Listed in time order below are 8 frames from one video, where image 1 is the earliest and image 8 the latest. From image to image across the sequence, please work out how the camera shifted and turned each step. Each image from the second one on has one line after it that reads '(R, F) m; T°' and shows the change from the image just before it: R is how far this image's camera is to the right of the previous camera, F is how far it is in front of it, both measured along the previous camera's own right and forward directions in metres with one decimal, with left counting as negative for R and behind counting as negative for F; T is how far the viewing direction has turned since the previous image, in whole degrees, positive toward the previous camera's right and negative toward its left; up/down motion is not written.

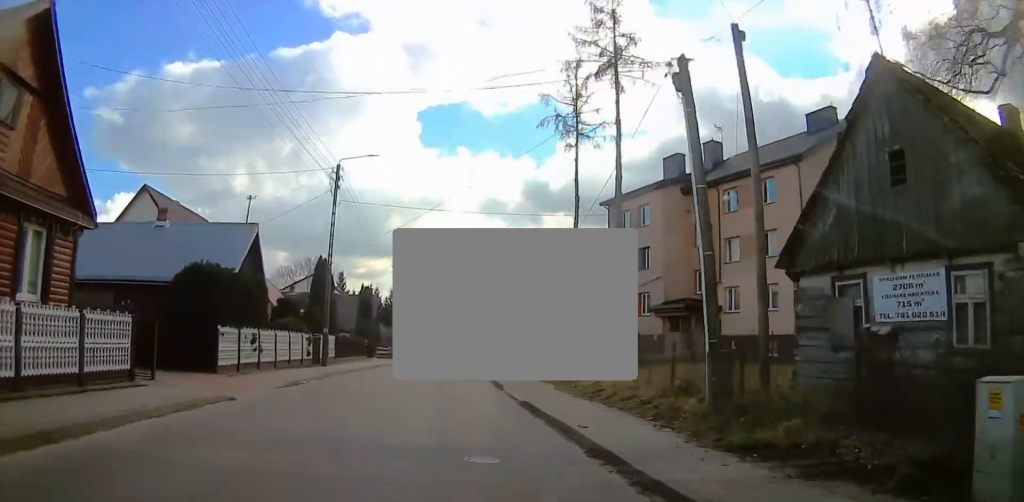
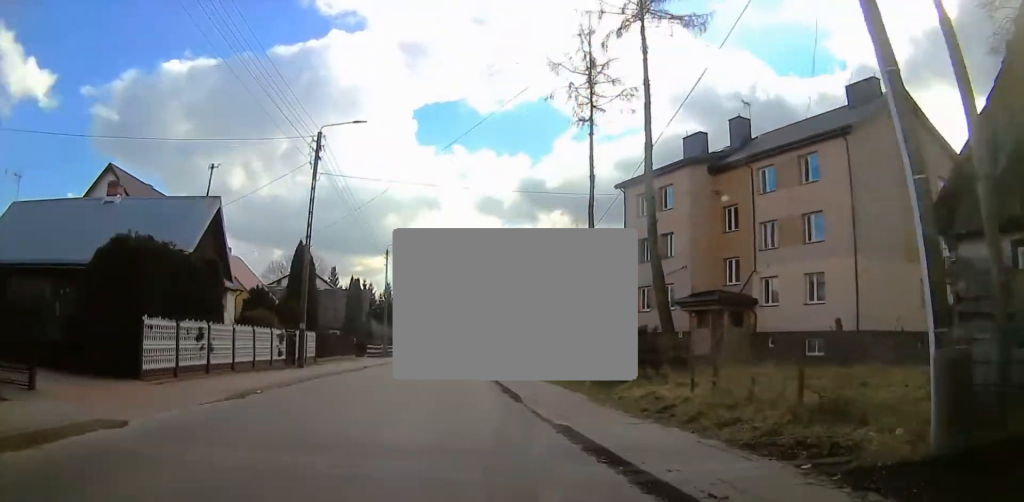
(-0.4, +4.9) m; -1°
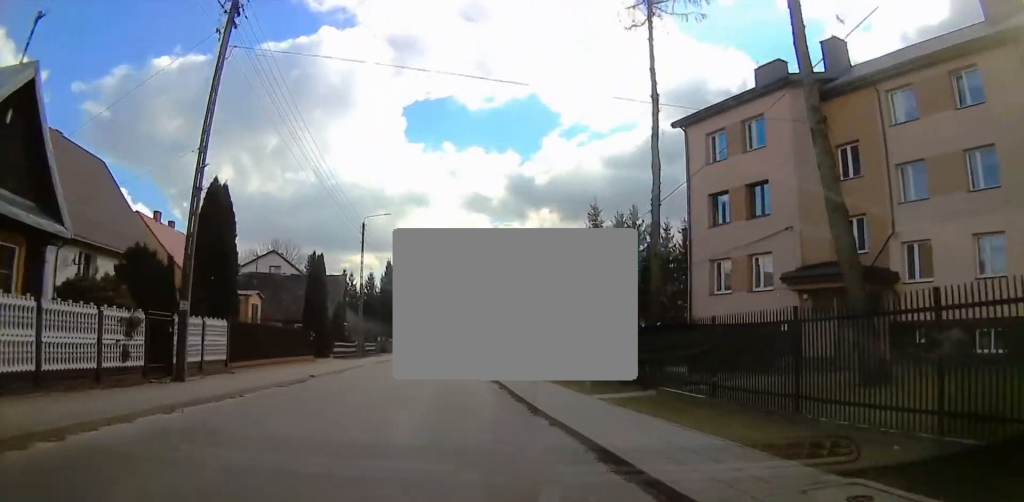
(-0.4, +12.2) m; -1°
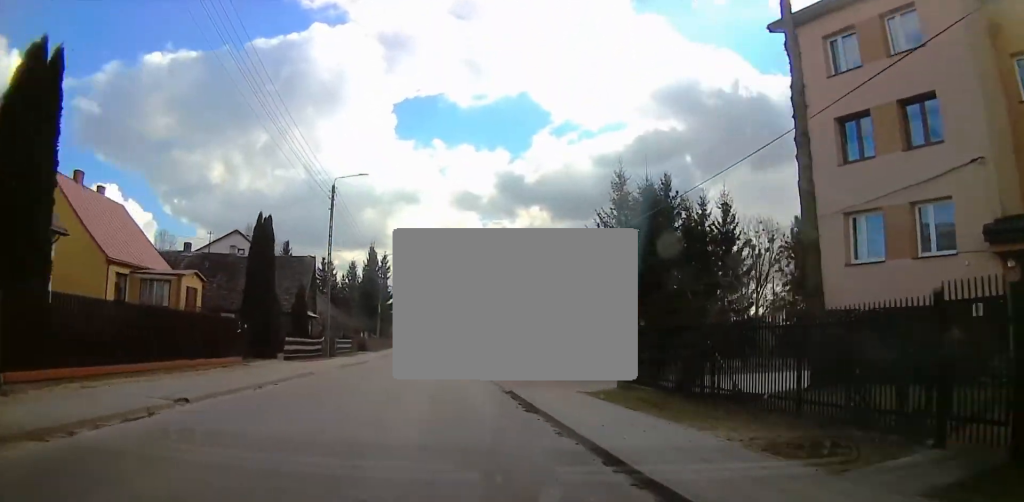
(+0.1, +10.2) m; 0°
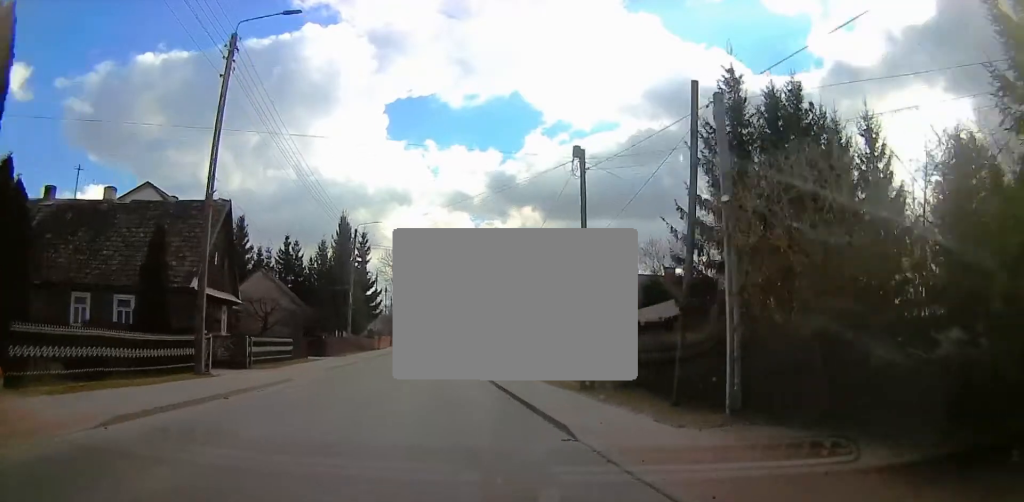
(-0.2, +18.6) m; 0°
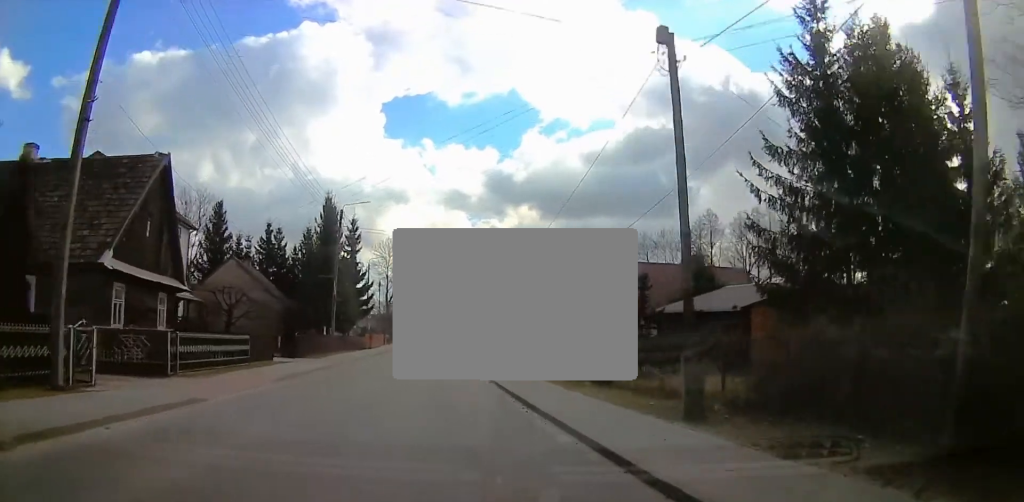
(+0.1, +6.9) m; +2°
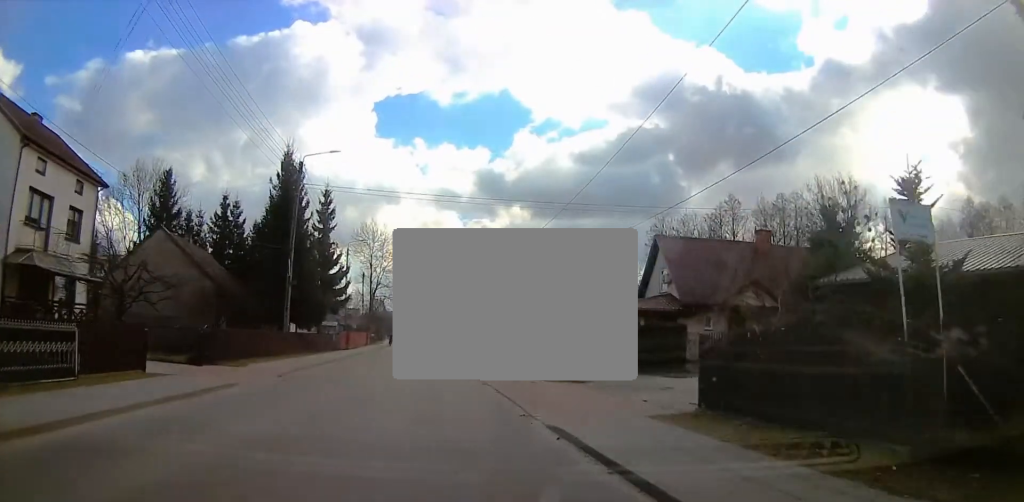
(+0.4, +11.9) m; +2°
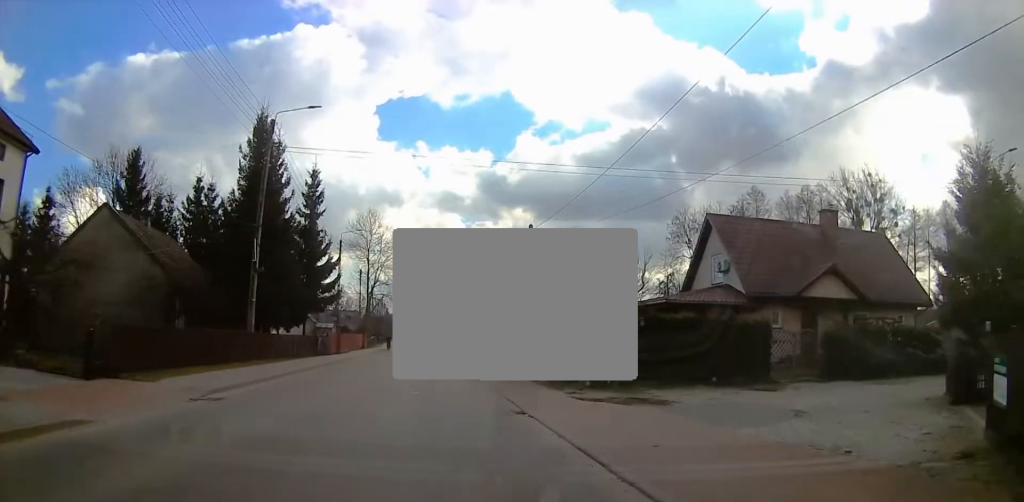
(+0.4, +7.0) m; 0°
